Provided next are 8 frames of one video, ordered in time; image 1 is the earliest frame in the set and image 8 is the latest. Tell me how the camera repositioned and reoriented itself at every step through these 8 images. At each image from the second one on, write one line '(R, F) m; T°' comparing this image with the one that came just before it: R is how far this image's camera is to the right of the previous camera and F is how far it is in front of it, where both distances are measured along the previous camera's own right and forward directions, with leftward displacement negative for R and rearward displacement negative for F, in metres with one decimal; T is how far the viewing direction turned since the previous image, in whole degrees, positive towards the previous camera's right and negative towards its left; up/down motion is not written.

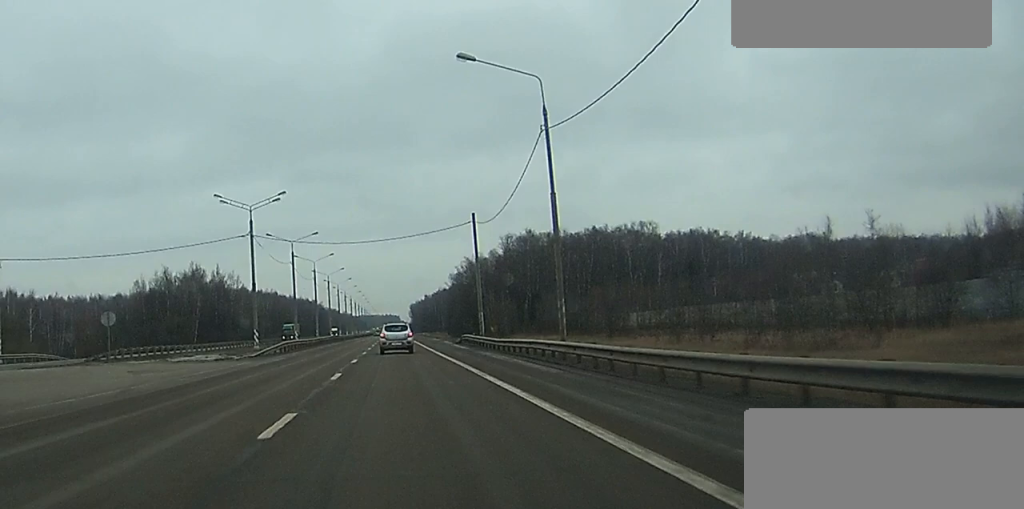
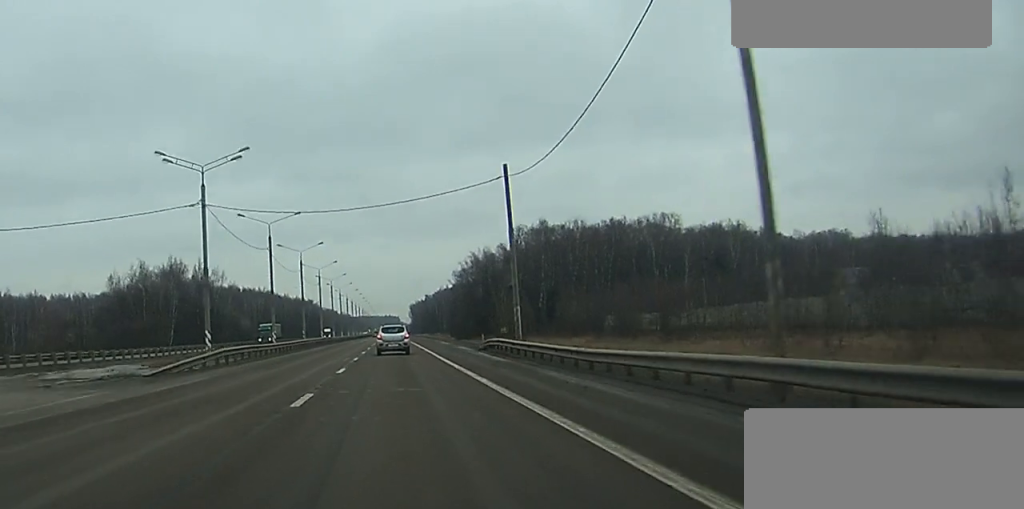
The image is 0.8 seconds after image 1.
(+0.1, +17.5) m; -1°
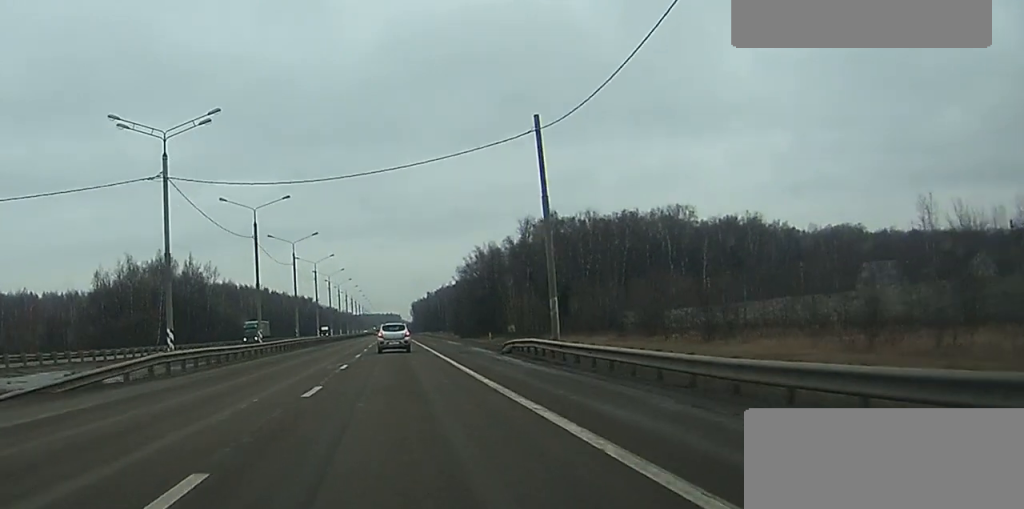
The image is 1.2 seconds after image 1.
(-0.1, +10.2) m; 0°
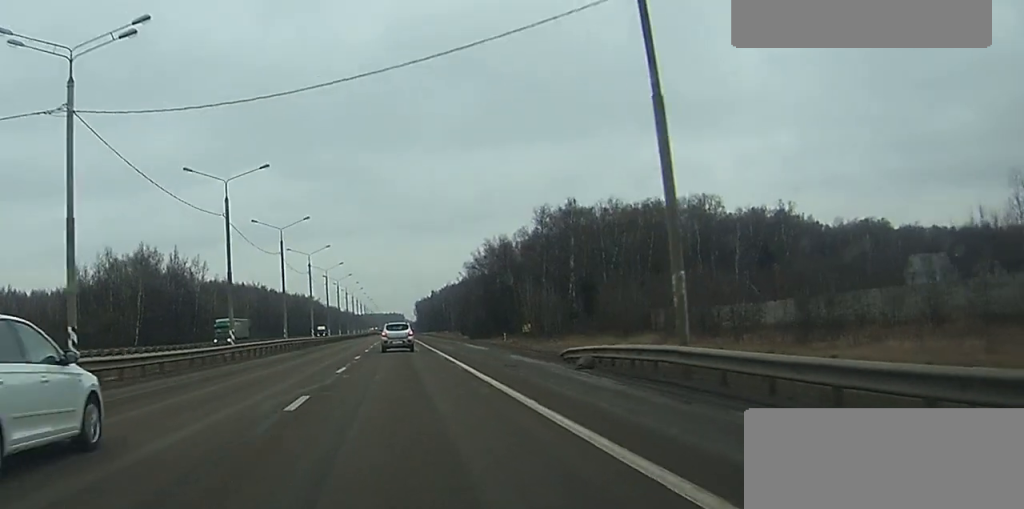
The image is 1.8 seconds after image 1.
(-0.2, +16.5) m; -1°
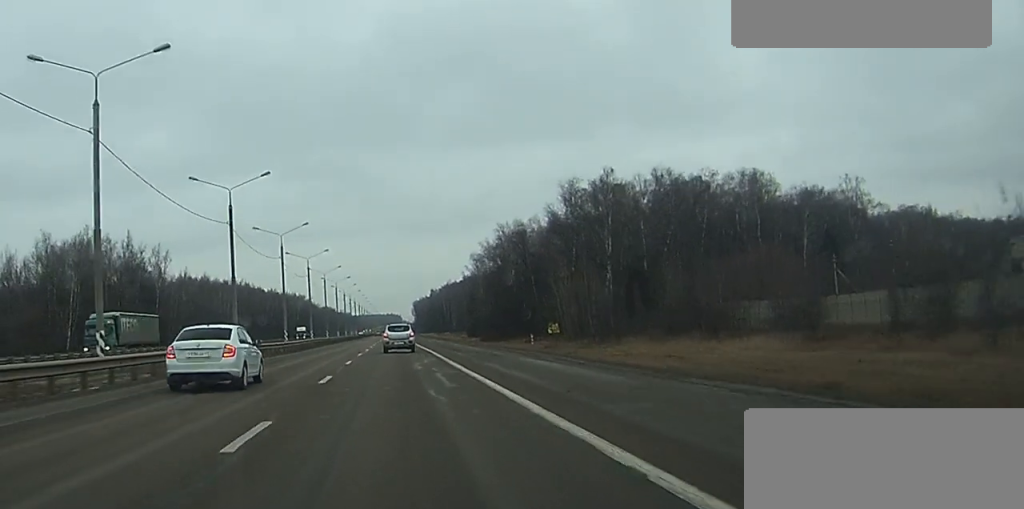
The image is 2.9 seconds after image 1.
(-0.1, +32.9) m; 0°
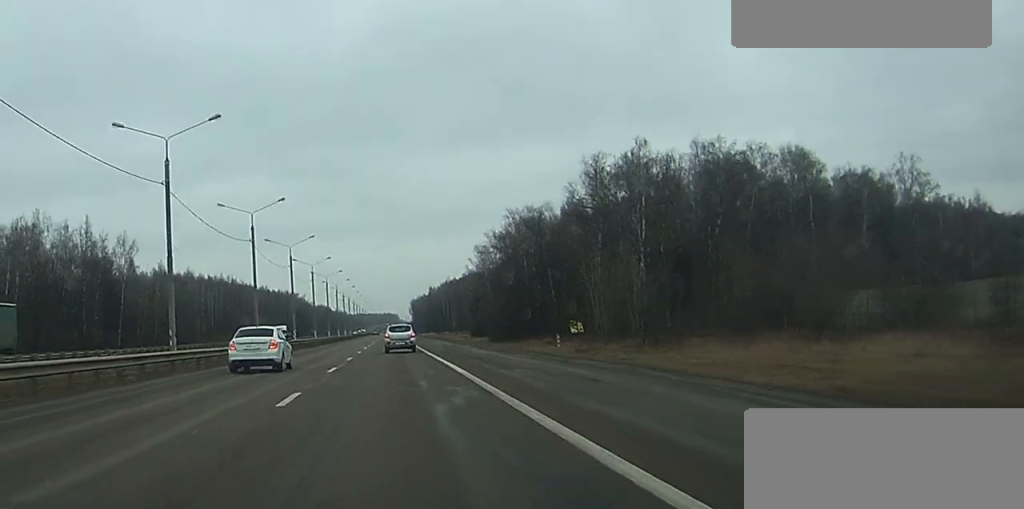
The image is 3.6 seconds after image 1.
(+0.2, +20.8) m; 0°
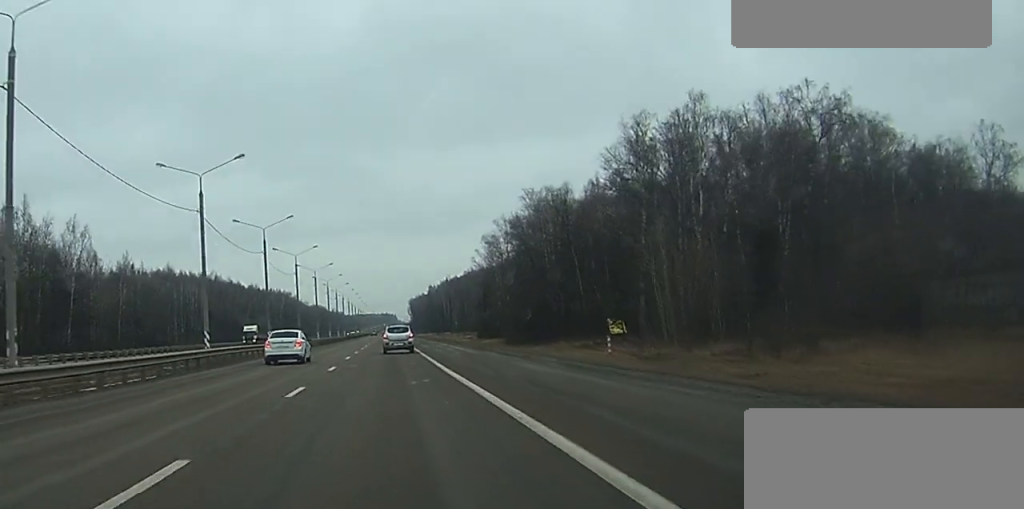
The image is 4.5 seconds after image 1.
(+0.1, +22.8) m; 0°
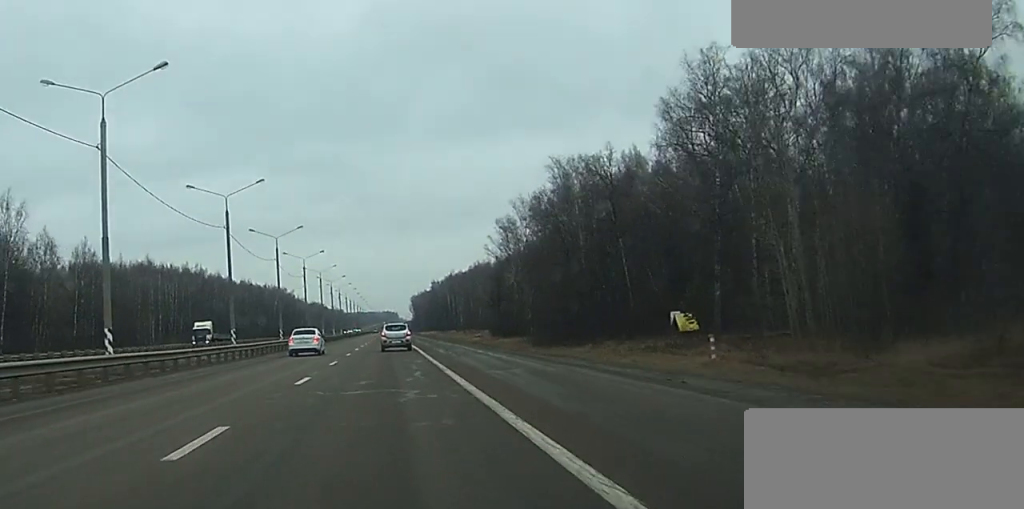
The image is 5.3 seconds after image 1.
(0.0, +22.0) m; 0°
